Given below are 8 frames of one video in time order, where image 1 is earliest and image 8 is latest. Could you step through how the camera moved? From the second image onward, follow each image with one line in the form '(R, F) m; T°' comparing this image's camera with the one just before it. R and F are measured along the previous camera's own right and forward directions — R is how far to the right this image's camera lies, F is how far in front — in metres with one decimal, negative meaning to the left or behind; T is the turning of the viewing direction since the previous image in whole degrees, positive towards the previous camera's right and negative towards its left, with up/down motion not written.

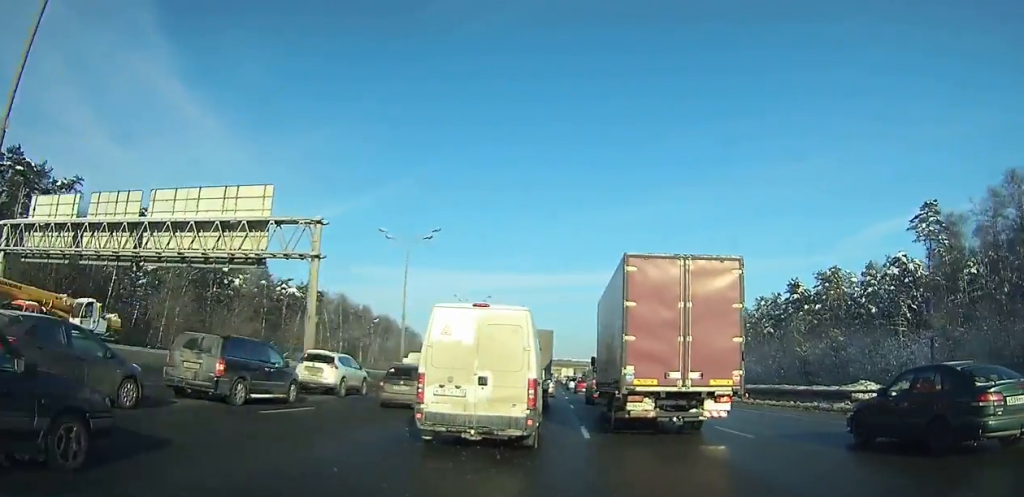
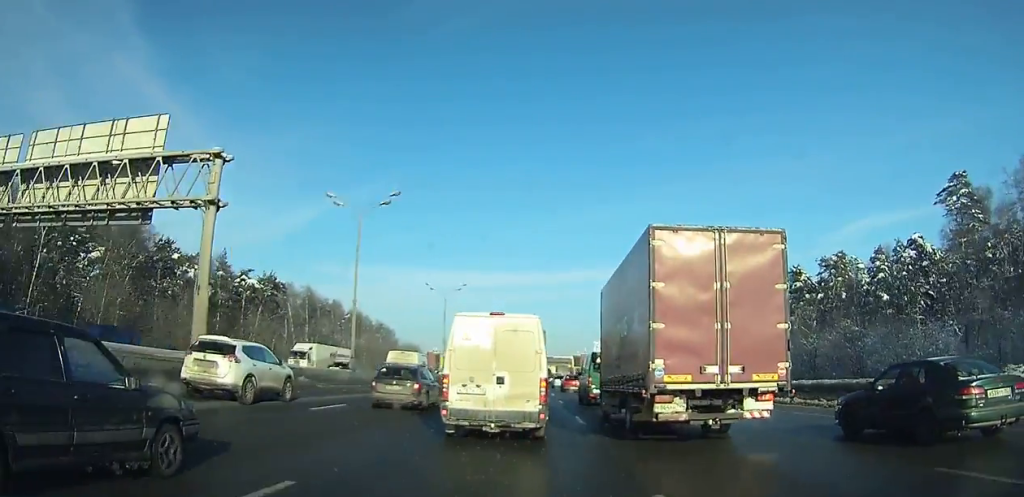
(0.0, +9.9) m; 0°
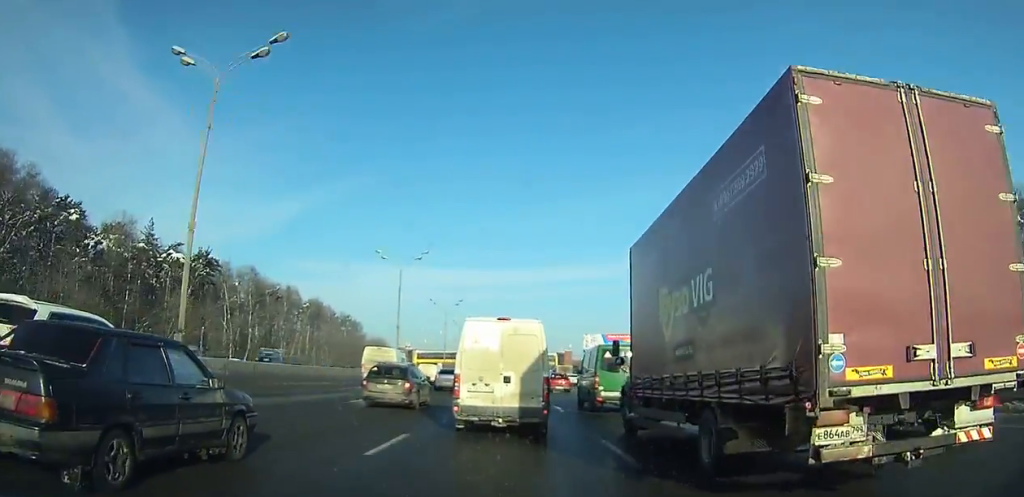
(+0.1, +19.7) m; +1°
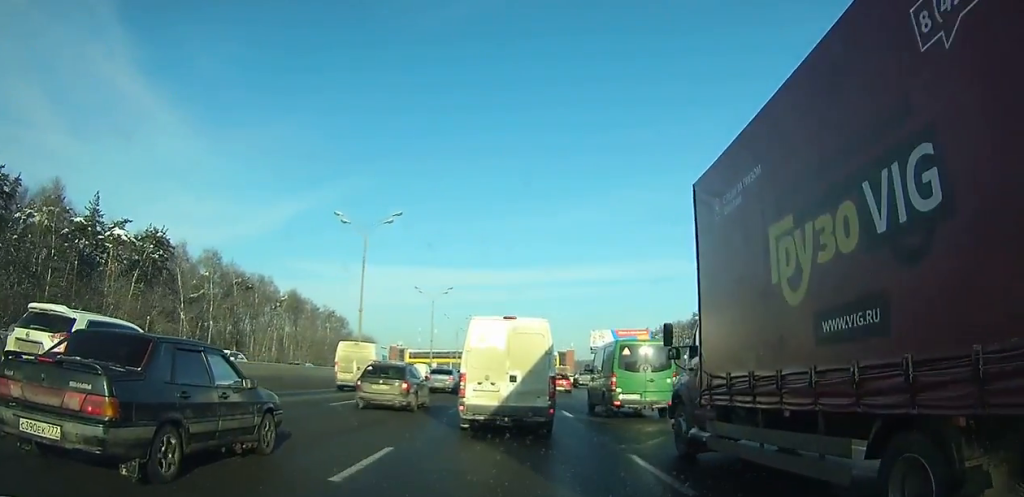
(+0.1, +14.3) m; +1°
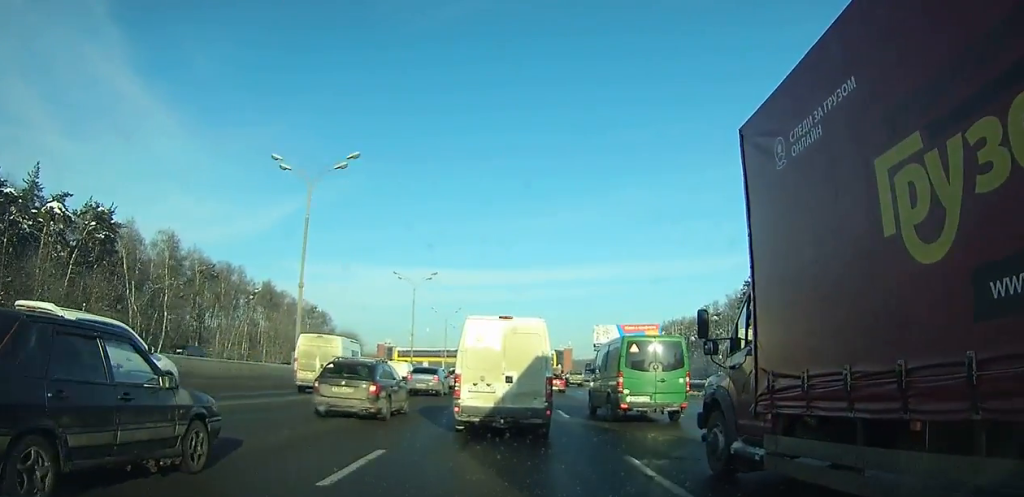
(0.0, +11.8) m; 0°
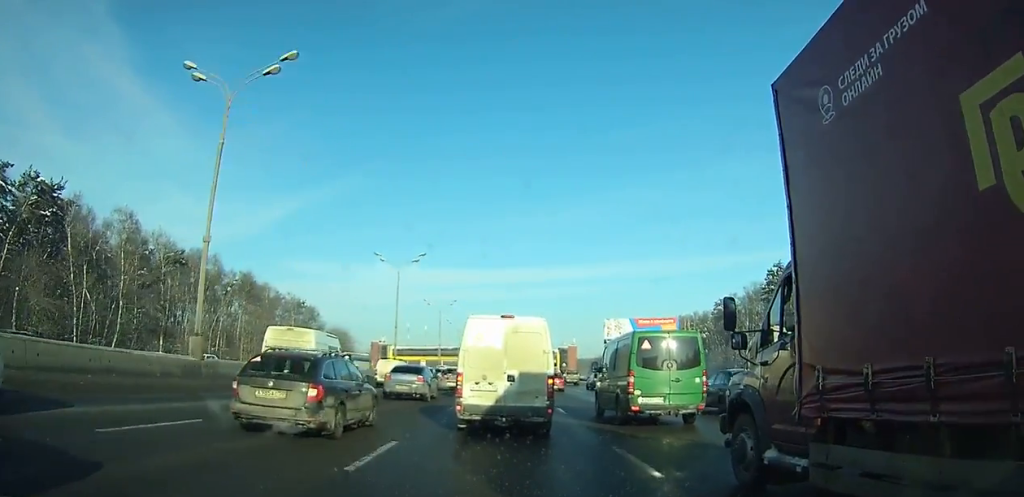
(0.0, +10.4) m; 0°
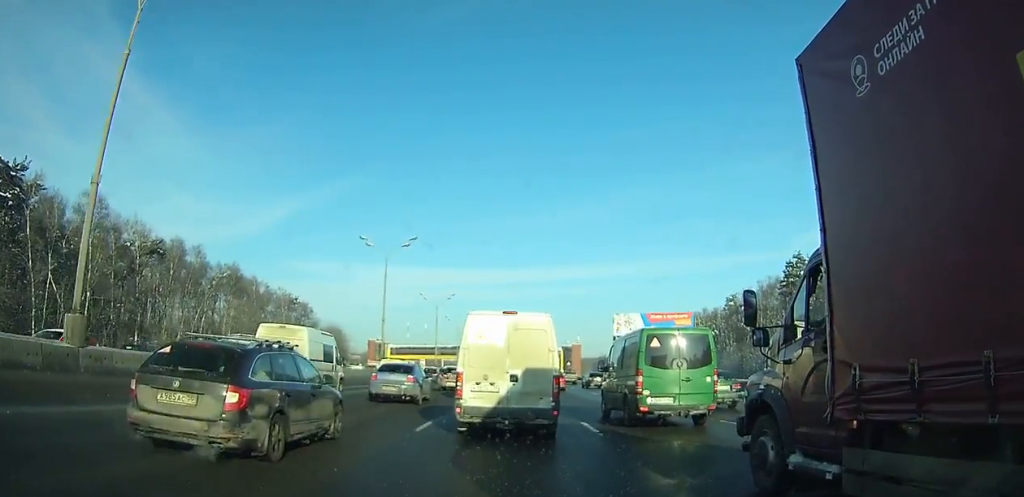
(0.0, +7.0) m; 0°
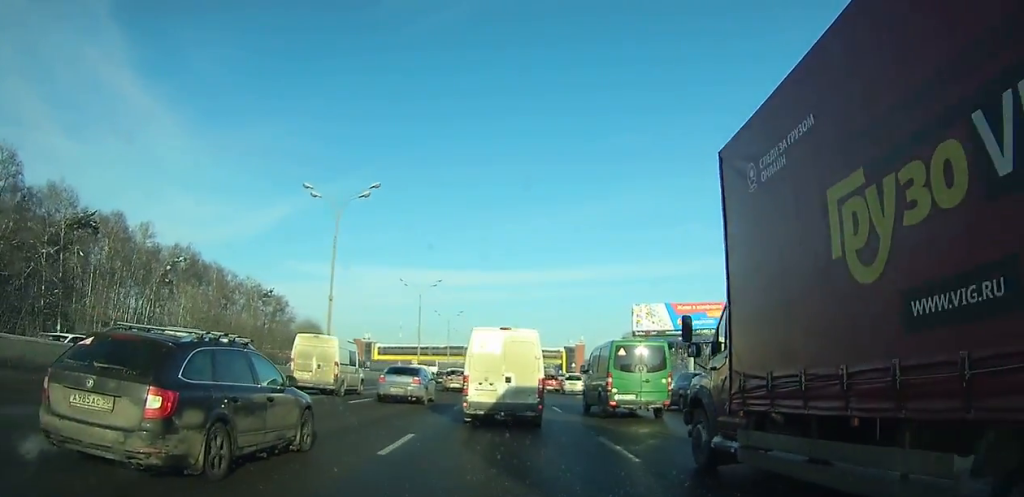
(0.0, +18.4) m; 0°
